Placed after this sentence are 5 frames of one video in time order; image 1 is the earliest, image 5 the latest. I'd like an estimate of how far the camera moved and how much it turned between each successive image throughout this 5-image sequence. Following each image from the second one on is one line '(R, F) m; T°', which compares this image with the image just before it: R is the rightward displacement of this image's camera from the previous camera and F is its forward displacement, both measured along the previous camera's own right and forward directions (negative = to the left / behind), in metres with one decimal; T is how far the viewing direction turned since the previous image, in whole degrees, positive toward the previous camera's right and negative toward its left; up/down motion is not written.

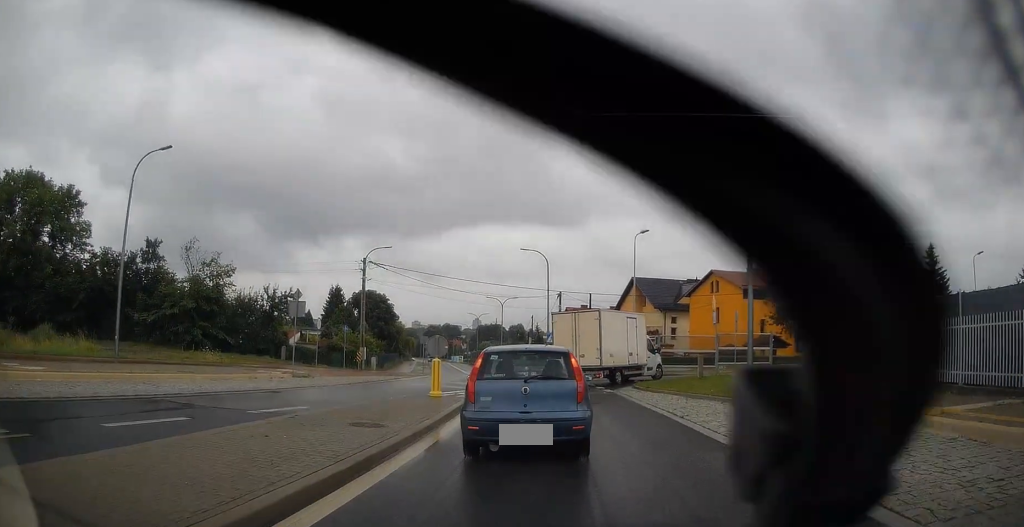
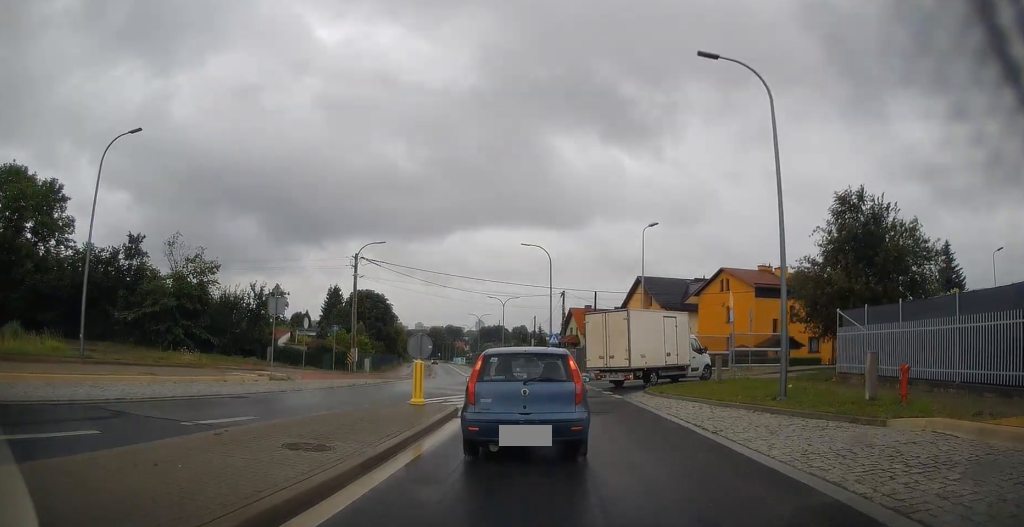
(0.0, +3.0) m; -1°
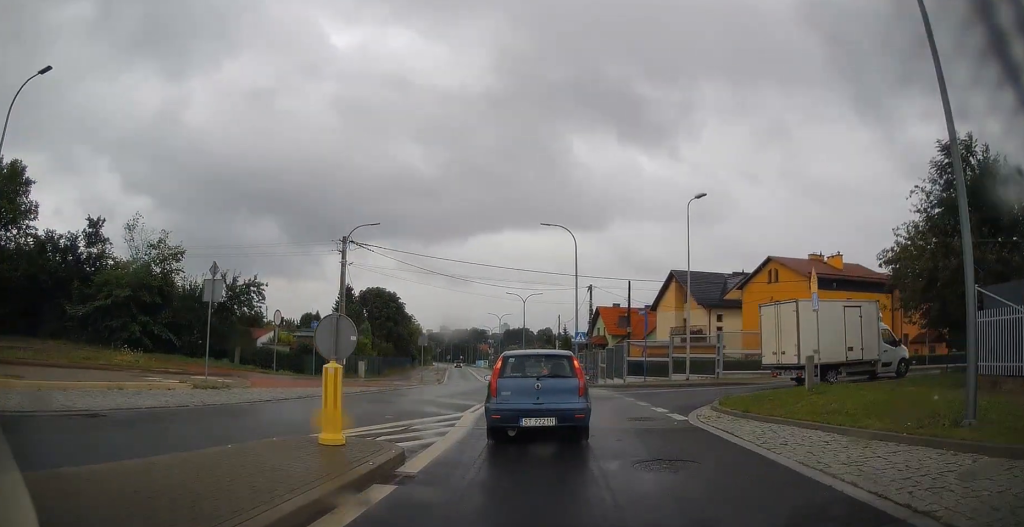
(-0.3, +7.7) m; -2°
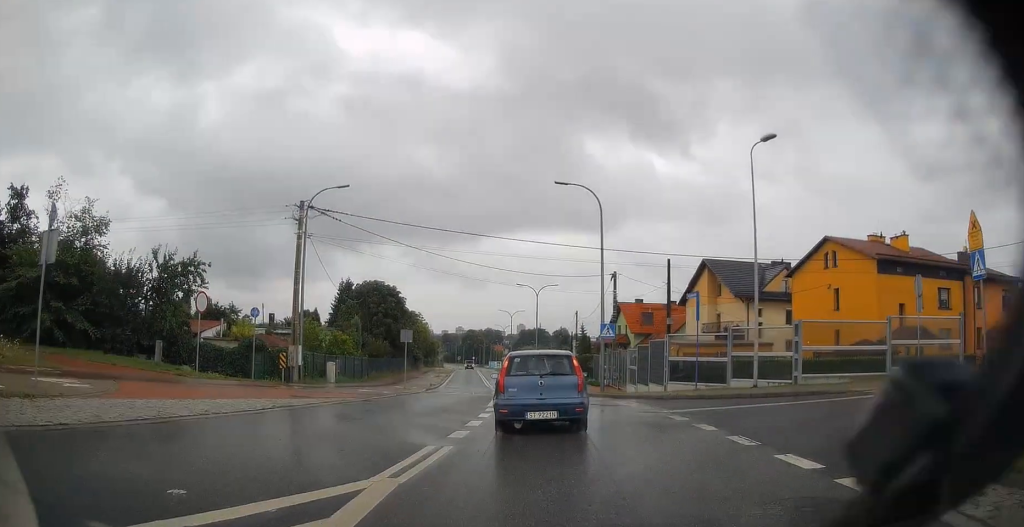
(+0.2, +8.0) m; +1°
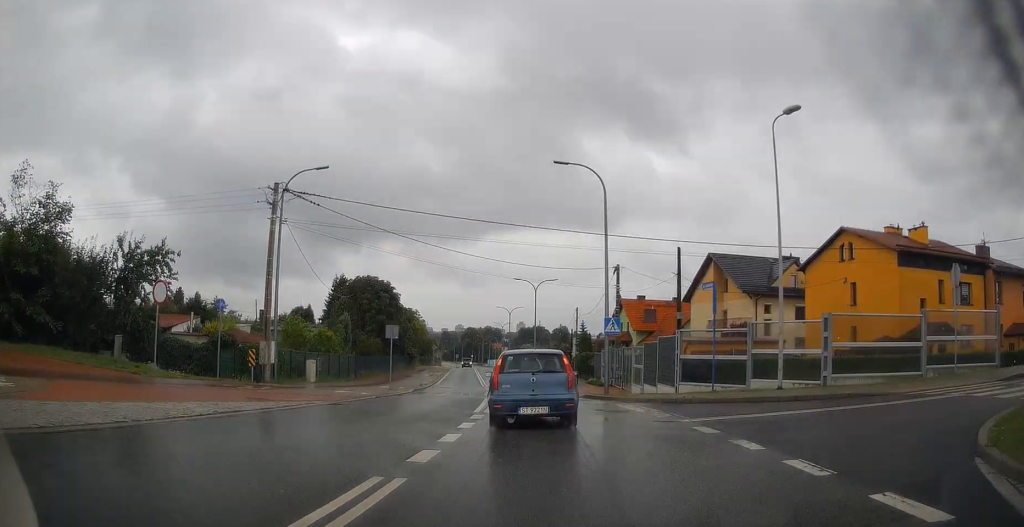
(0.0, +2.5) m; 0°
